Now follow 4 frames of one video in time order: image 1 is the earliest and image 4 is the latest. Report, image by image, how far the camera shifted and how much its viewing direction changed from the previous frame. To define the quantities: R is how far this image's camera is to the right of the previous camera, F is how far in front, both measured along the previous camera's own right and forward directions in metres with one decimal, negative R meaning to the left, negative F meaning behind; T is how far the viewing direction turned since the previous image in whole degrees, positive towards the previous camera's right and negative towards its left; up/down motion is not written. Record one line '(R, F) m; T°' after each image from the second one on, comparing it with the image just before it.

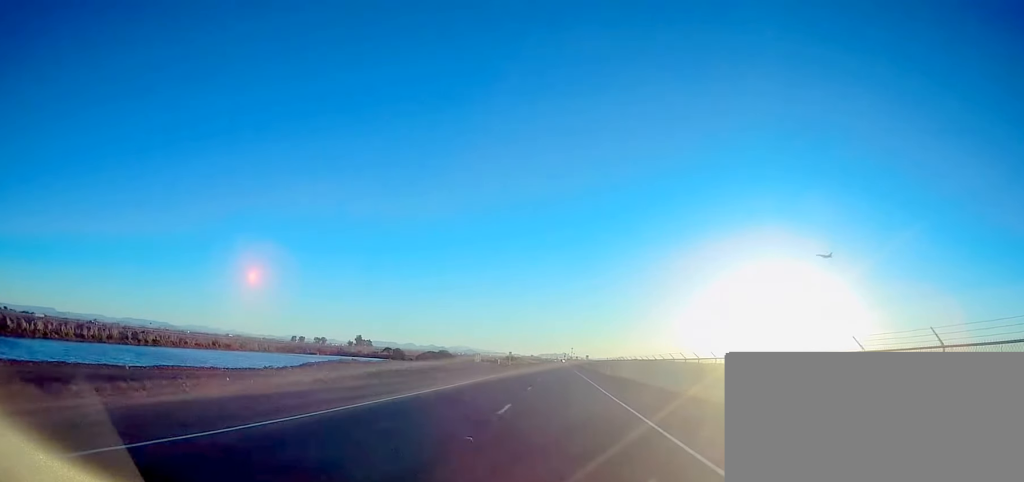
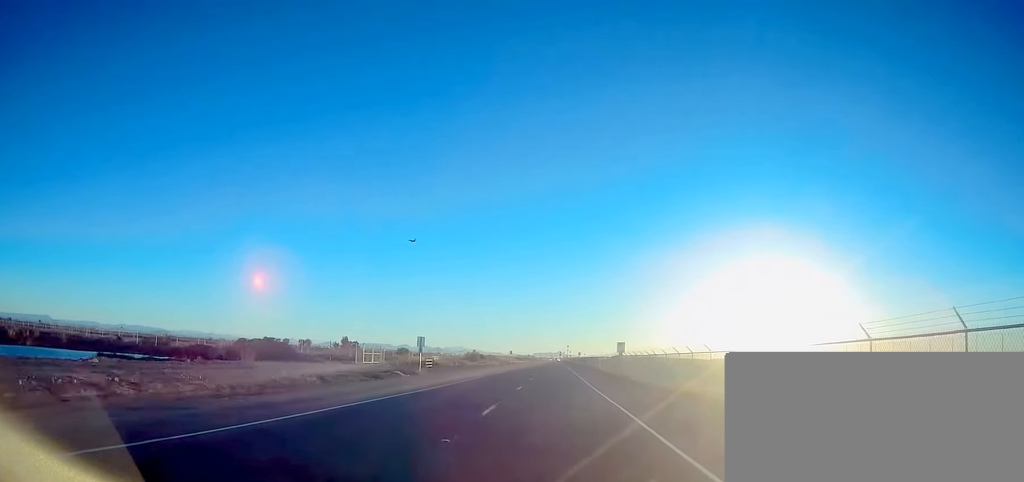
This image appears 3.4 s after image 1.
(-0.1, +74.1) m; 0°
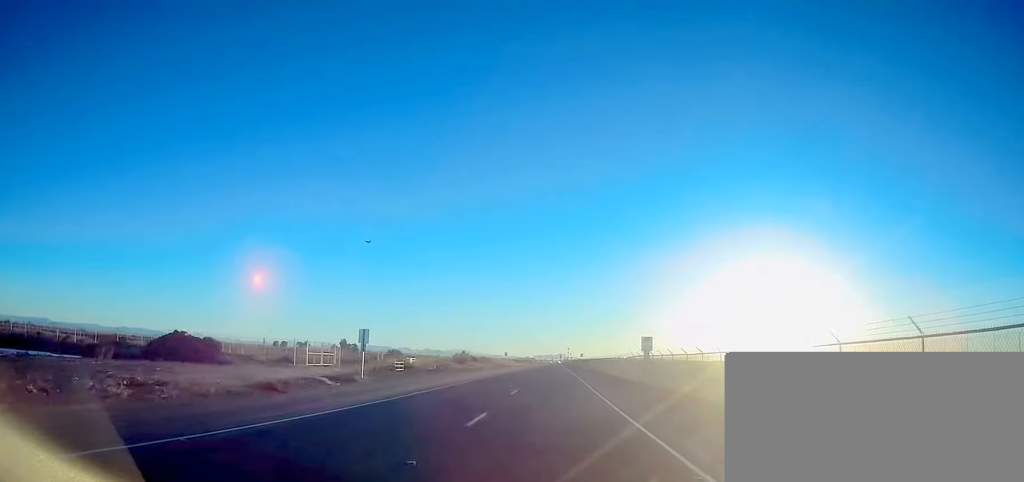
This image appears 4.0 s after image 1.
(+0.1, +13.9) m; 0°
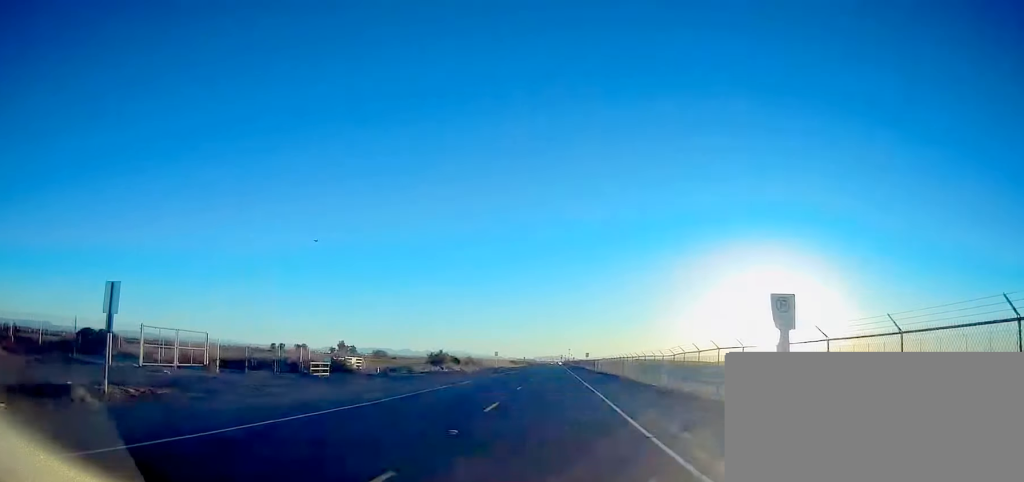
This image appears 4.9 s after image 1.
(-0.2, +20.5) m; 0°
